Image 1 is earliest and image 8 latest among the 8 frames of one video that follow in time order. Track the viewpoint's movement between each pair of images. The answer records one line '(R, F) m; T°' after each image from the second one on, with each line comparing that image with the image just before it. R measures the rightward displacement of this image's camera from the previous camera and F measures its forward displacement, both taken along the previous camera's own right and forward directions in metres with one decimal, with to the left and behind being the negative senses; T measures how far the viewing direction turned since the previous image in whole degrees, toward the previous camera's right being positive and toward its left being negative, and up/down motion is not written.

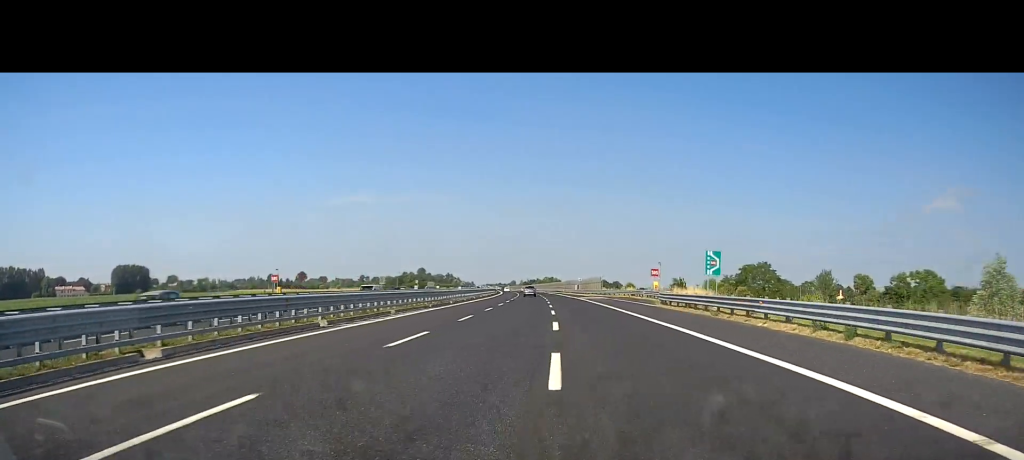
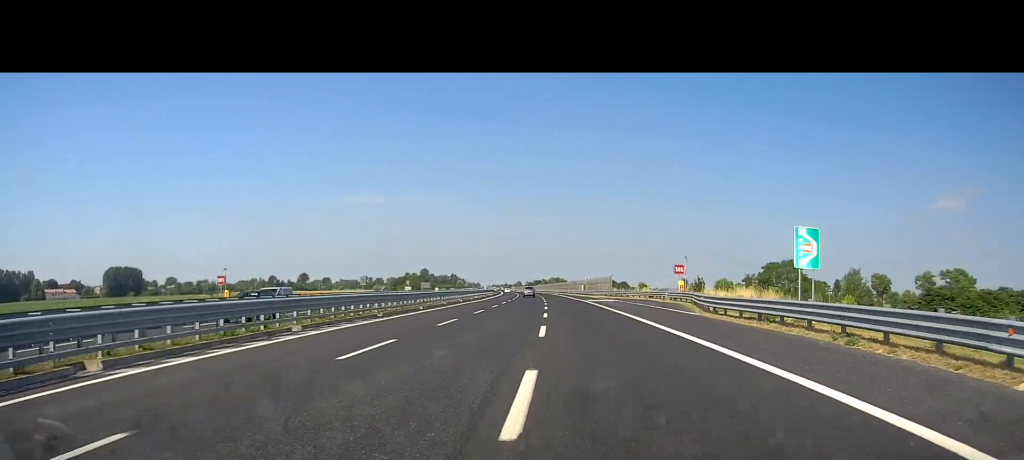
(-0.3, +14.1) m; 0°
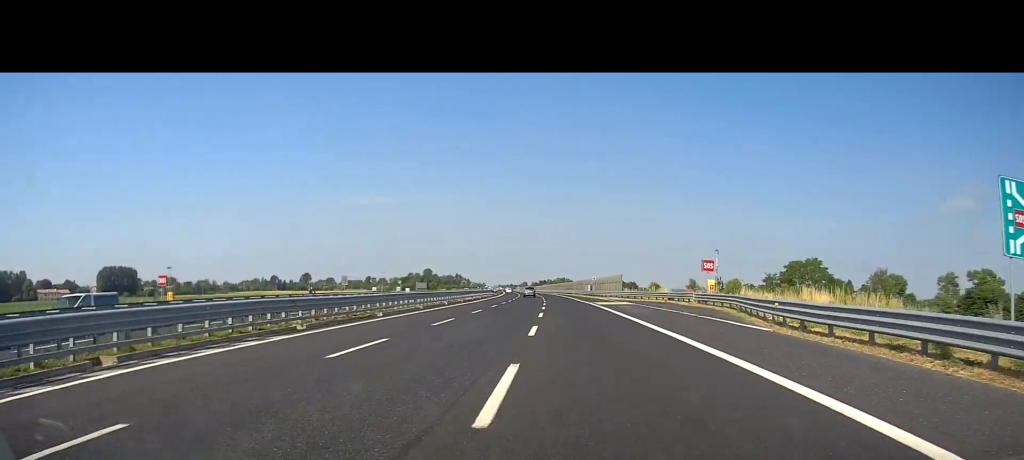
(+0.2, +11.3) m; 0°
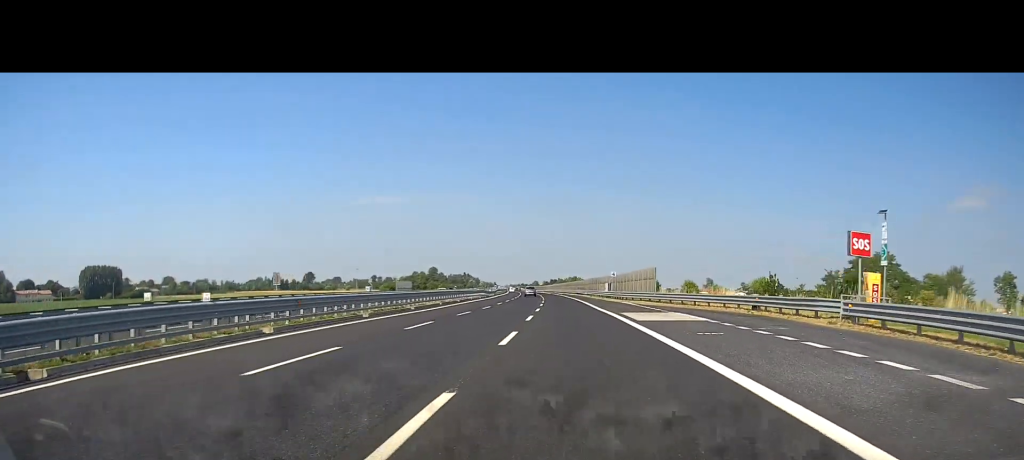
(0.0, +26.2) m; -1°
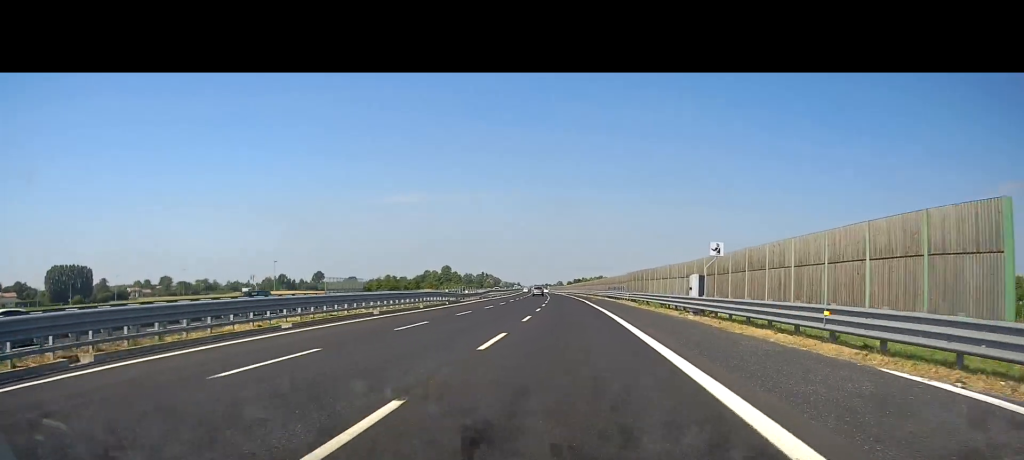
(-0.6, +47.1) m; -1°
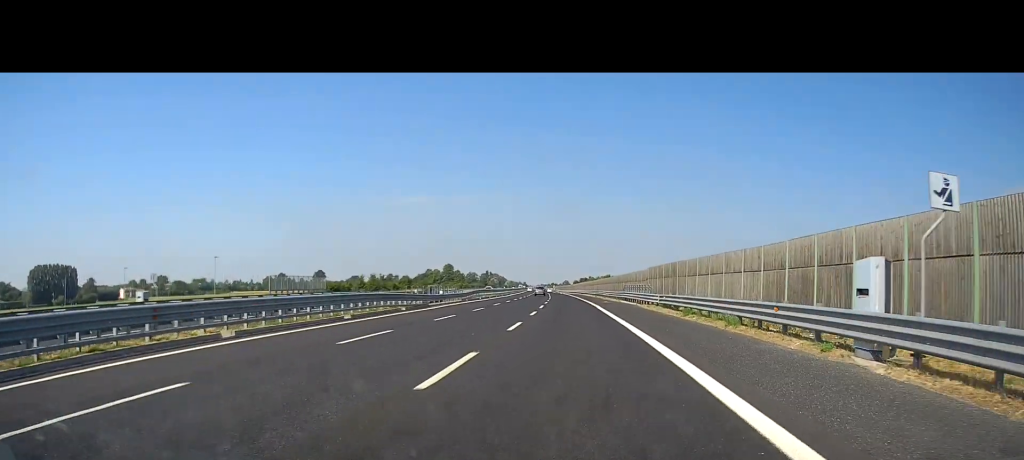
(-0.3, +17.2) m; -2°
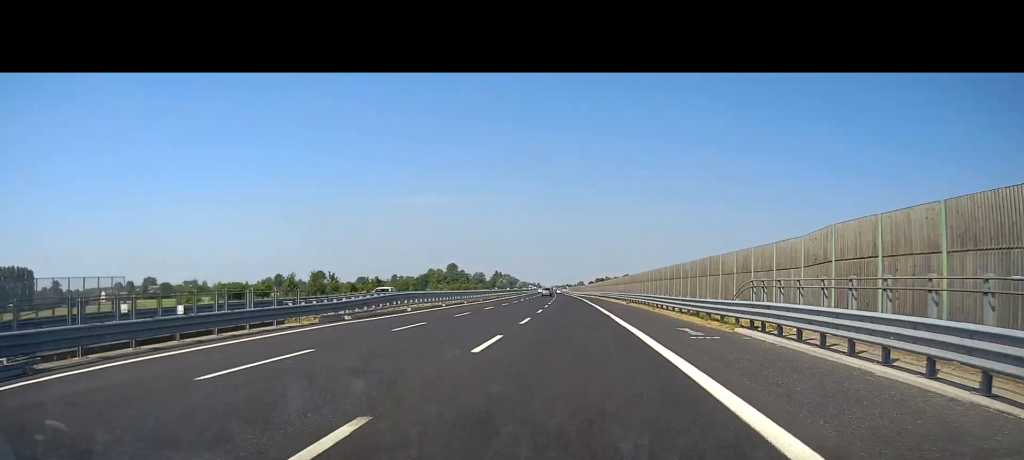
(-1.1, +41.2) m; -2°
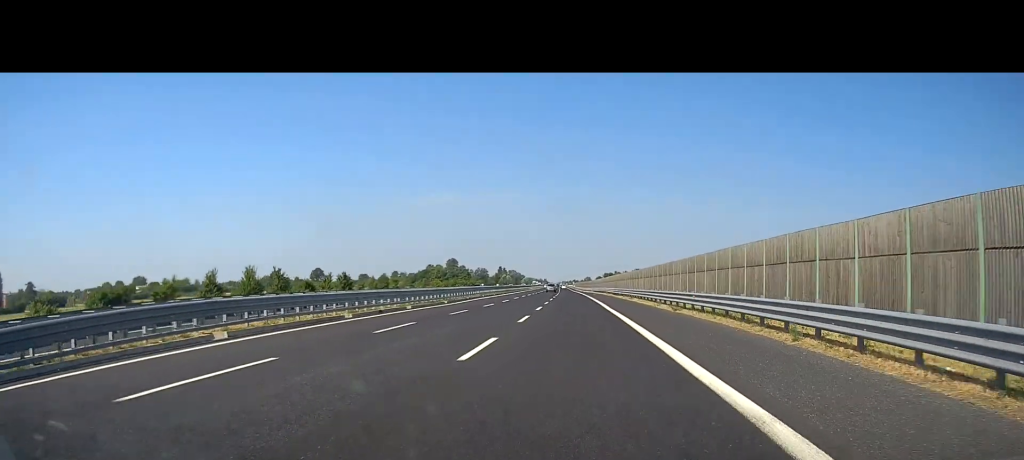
(0.0, +24.8) m; 0°
